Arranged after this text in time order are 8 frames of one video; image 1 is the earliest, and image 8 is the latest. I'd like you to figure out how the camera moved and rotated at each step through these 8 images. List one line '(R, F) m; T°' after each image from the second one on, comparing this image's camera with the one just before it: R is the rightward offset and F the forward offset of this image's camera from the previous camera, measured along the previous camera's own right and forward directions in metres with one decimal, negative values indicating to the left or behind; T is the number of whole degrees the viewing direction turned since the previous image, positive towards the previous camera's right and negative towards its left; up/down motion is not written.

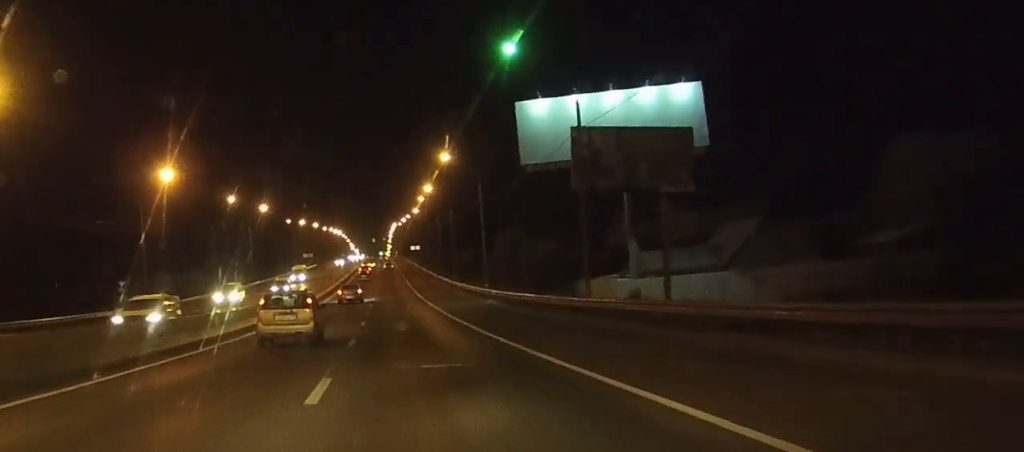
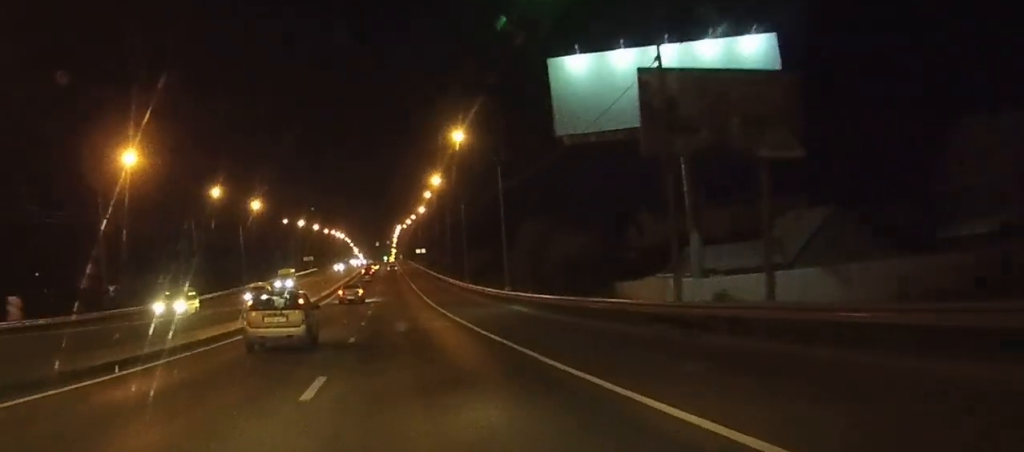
(0.0, +11.4) m; 0°
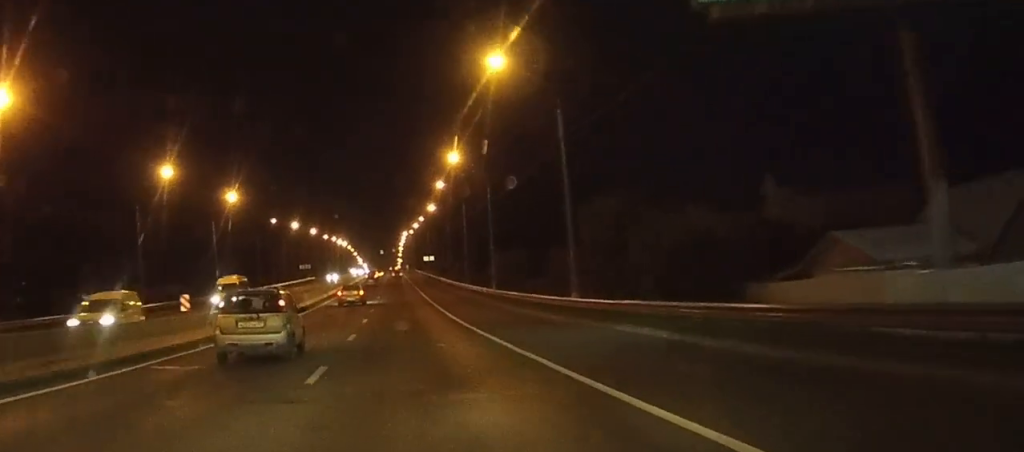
(0.0, +21.8) m; 0°
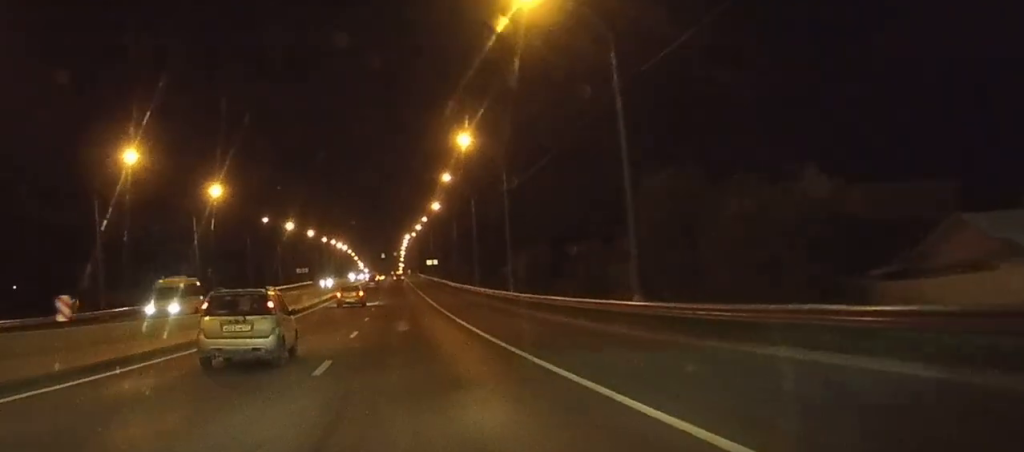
(0.0, +10.4) m; 0°
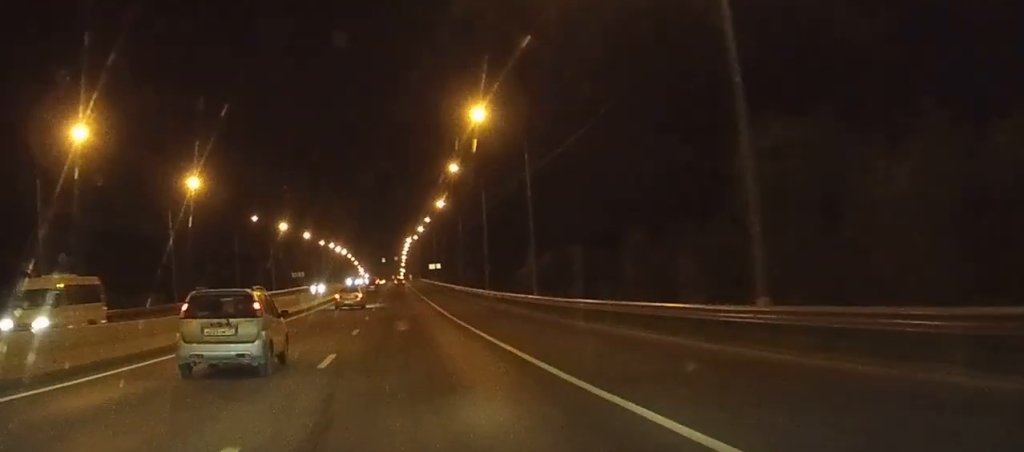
(0.0, +10.5) m; 0°
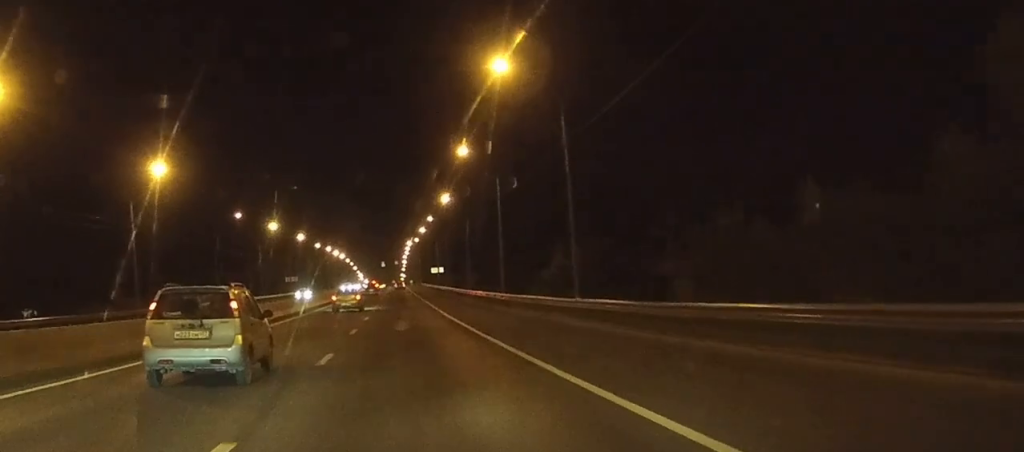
(0.0, +12.1) m; 0°
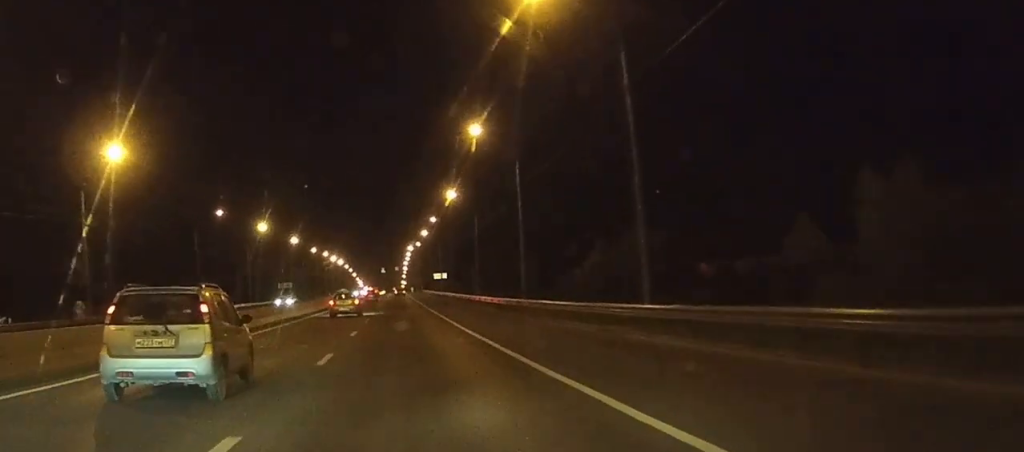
(0.0, +11.4) m; 0°
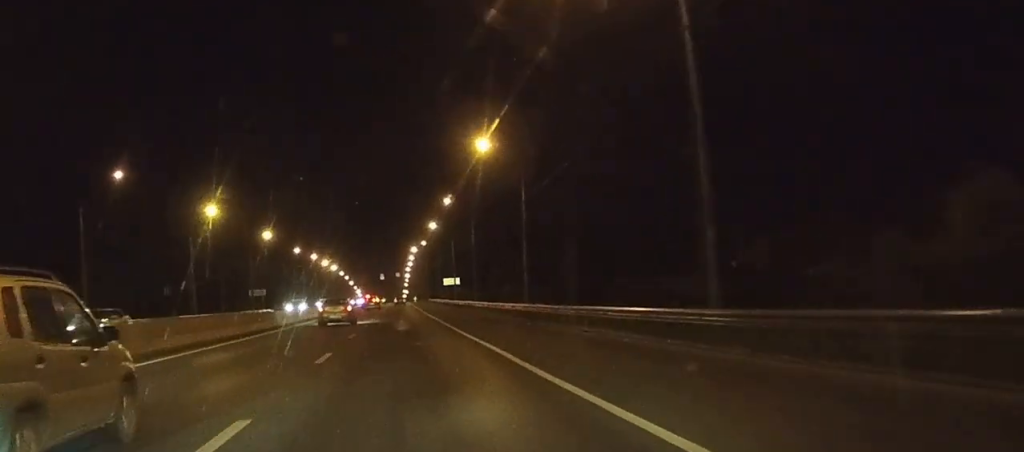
(0.0, +35.1) m; 0°
